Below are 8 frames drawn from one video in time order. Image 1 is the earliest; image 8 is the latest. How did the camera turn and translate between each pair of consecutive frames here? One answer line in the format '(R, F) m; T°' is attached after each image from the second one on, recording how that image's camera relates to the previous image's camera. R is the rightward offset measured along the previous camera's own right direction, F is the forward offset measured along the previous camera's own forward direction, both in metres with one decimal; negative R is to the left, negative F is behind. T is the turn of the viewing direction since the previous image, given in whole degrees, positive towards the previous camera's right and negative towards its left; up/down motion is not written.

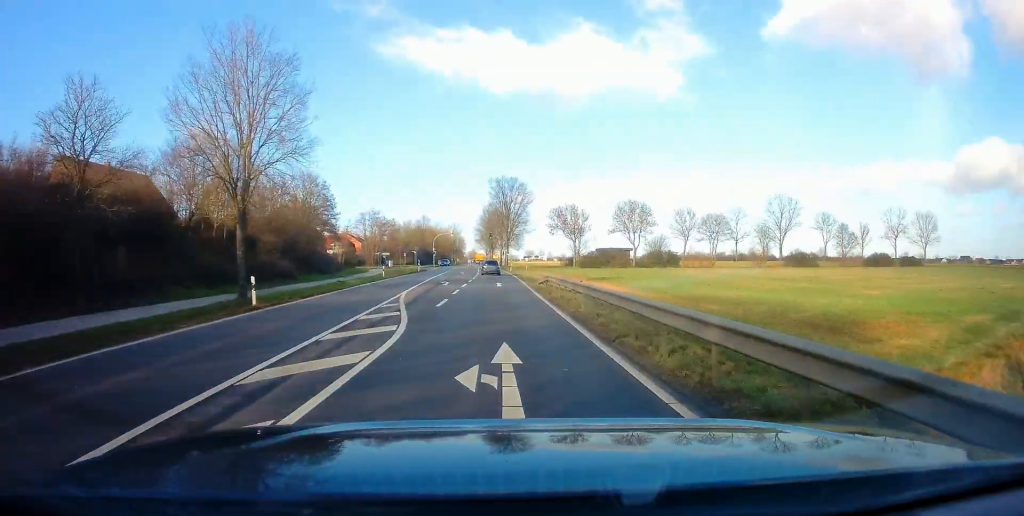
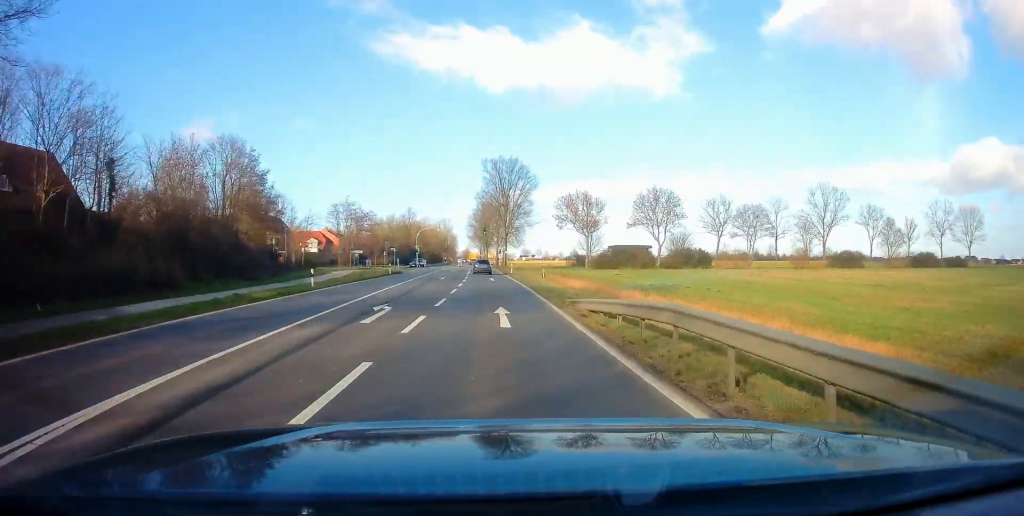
(0.0, +18.3) m; 0°
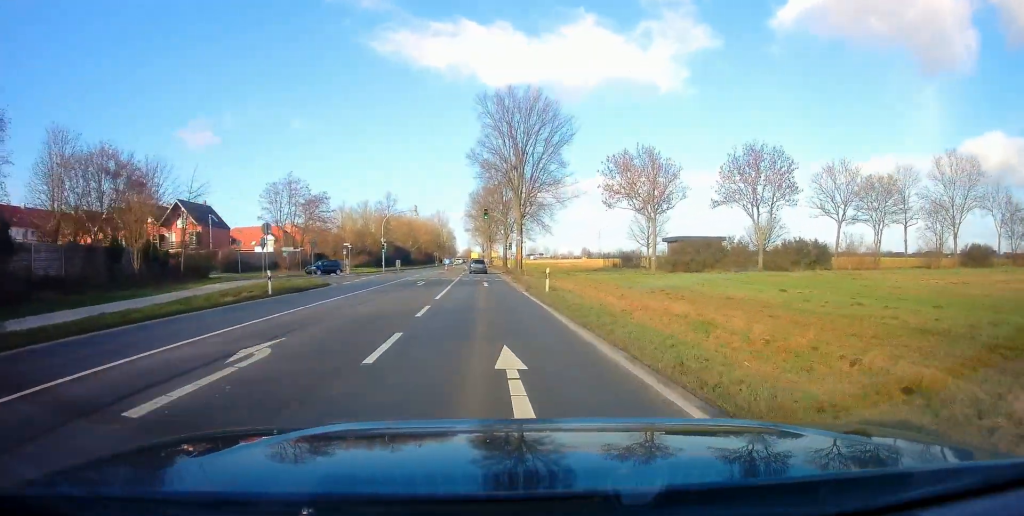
(+0.1, +32.4) m; 0°
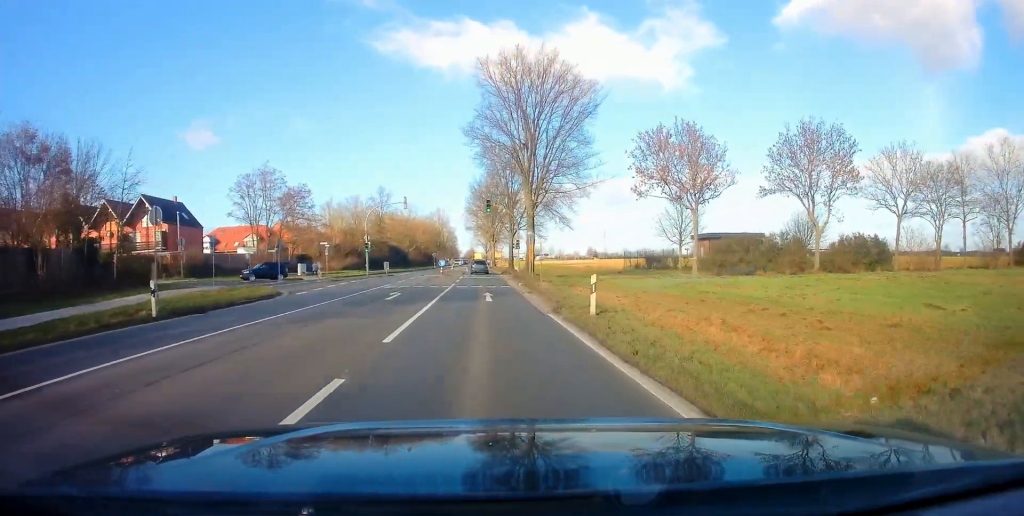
(+0.1, +9.9) m; 0°
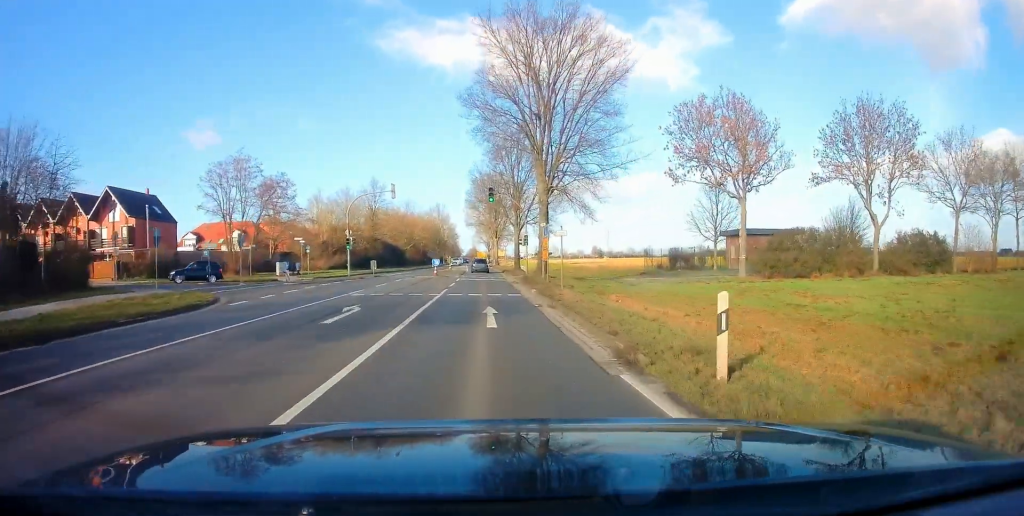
(-0.1, +7.8) m; 0°
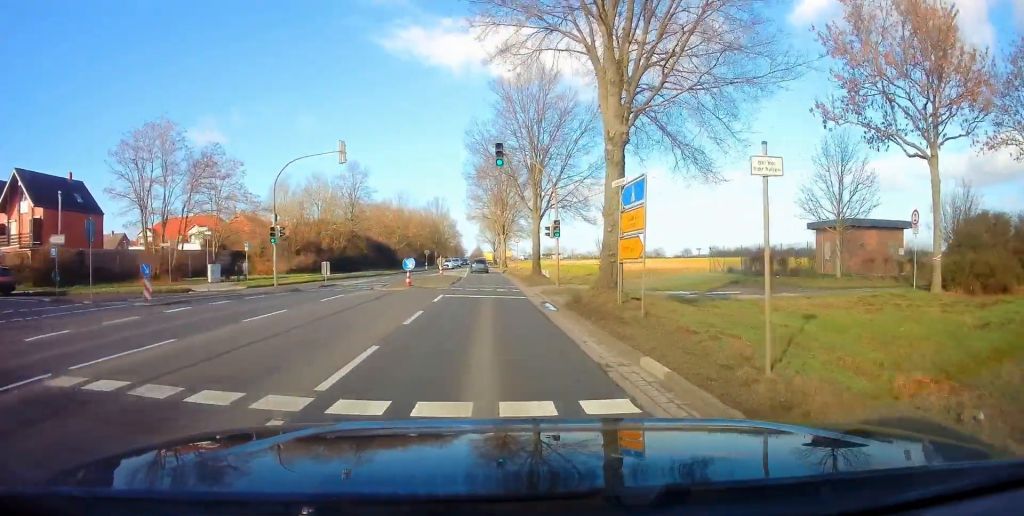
(-0.1, +16.7) m; 0°
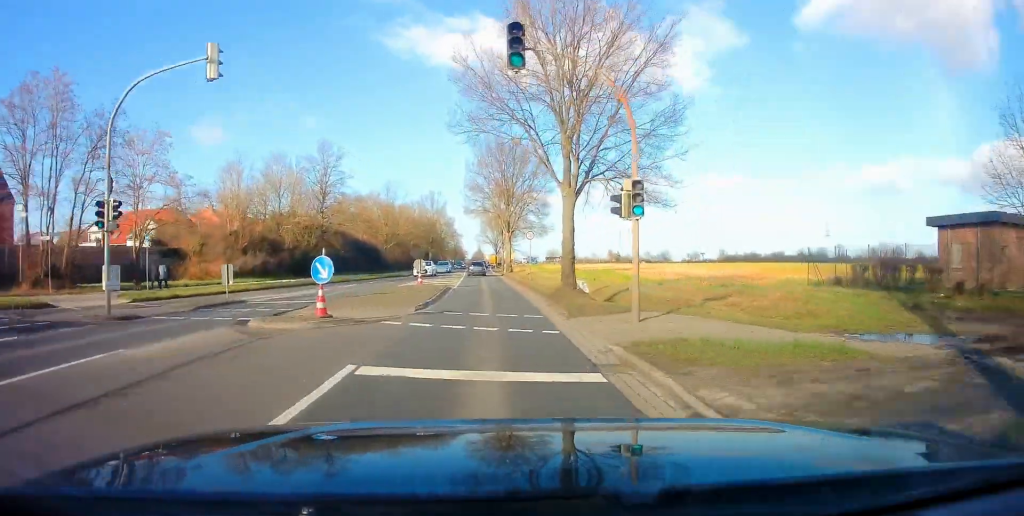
(0.0, +14.0) m; 0°
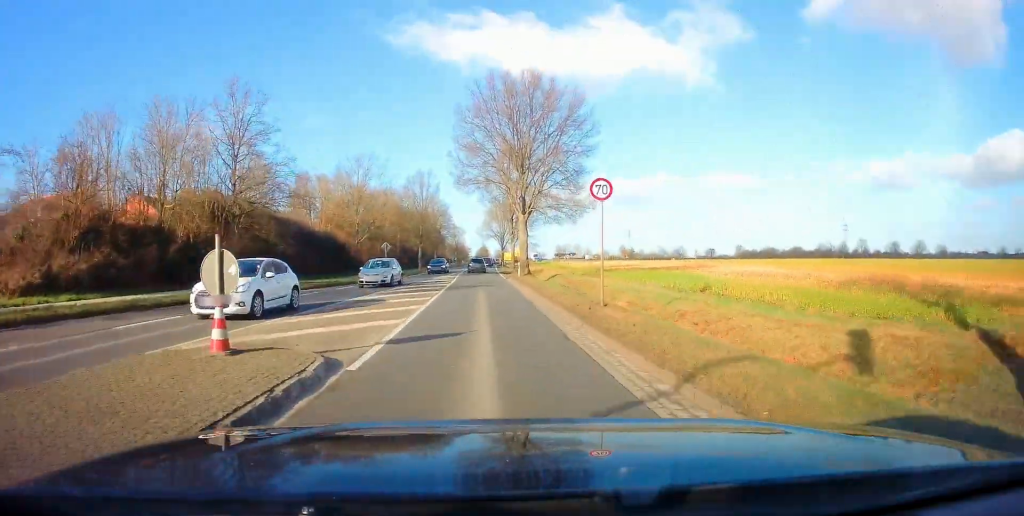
(-0.1, +22.1) m; -1°
